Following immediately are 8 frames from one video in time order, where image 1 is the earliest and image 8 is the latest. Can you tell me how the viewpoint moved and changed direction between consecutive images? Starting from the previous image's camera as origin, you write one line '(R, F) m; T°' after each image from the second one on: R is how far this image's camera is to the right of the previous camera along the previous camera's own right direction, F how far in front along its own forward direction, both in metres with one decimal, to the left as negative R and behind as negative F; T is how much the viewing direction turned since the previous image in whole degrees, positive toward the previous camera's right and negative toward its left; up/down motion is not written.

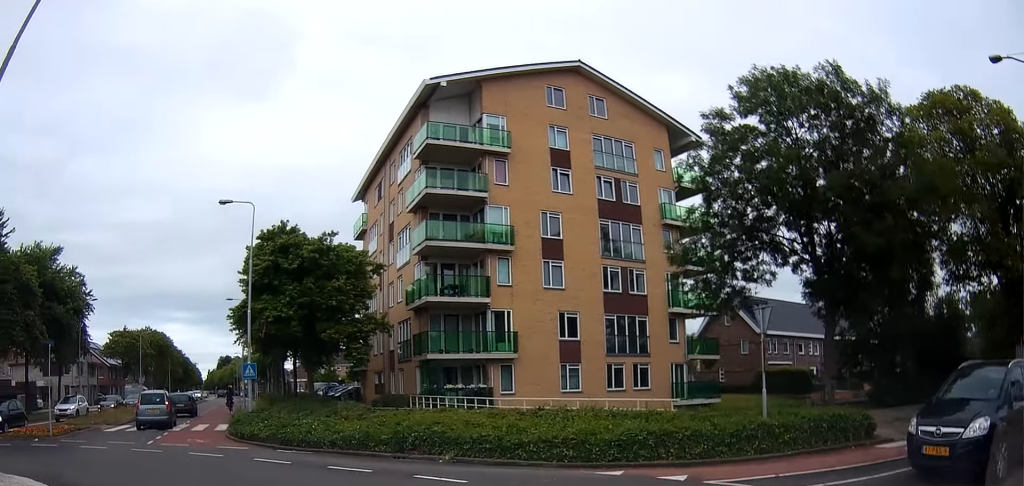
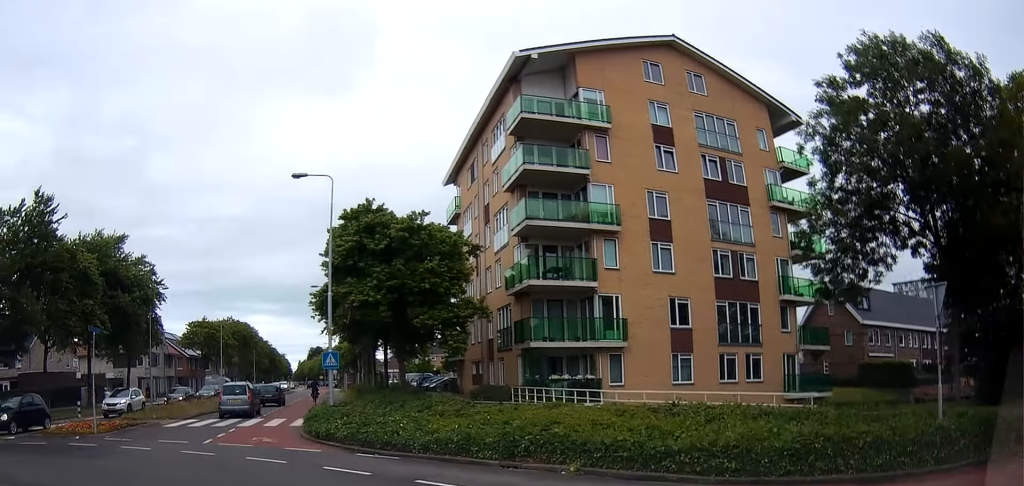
(0.0, +2.1) m; -10°
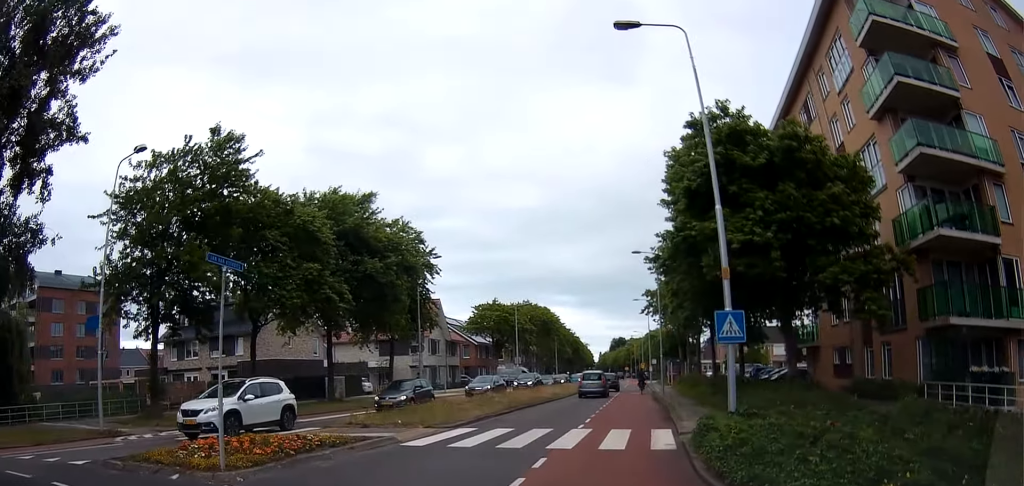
(-2.4, +9.0) m; -18°
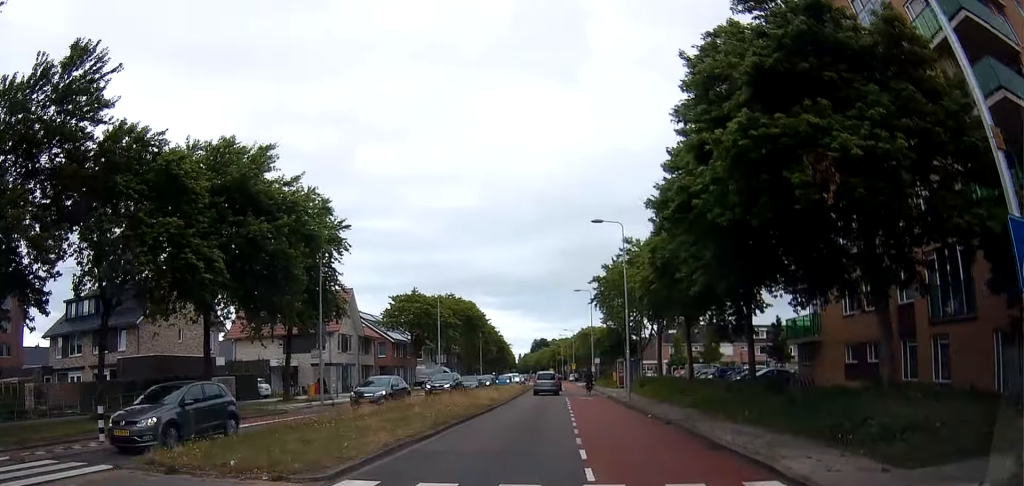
(0.0, +7.5) m; +1°
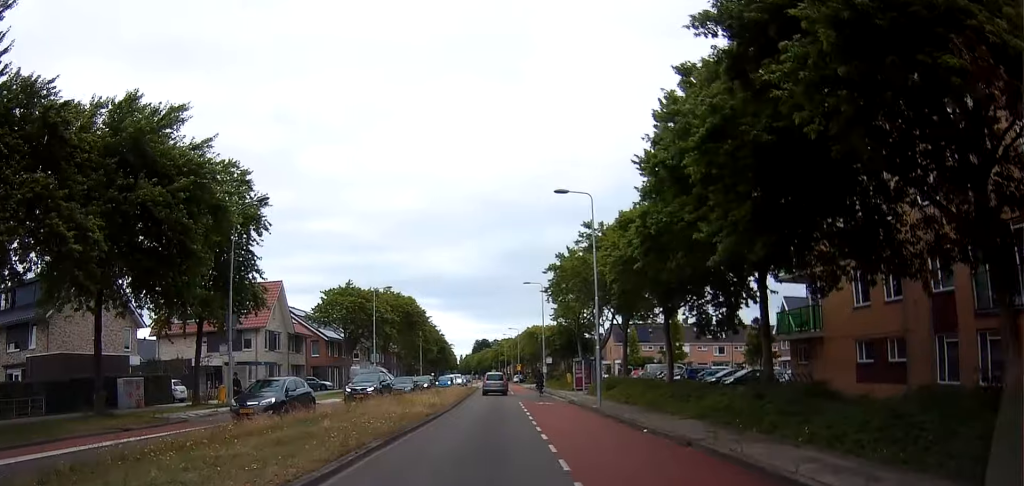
(+0.1, +4.9) m; +3°
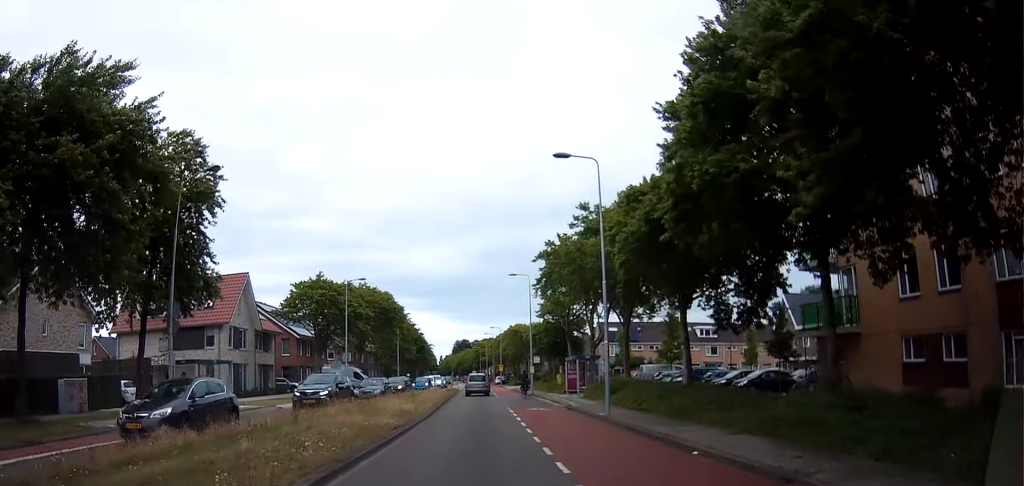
(-0.2, +3.8) m; +3°
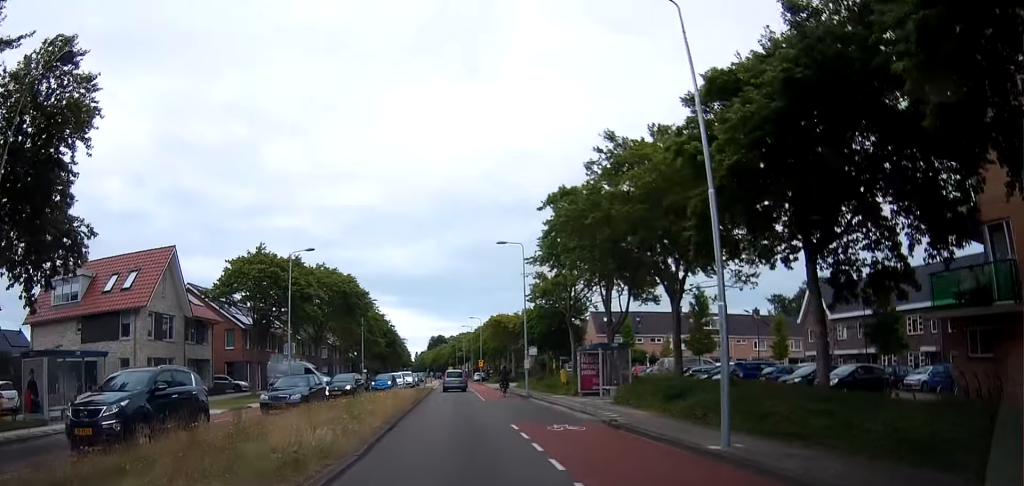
(+0.8, +9.7) m; +3°
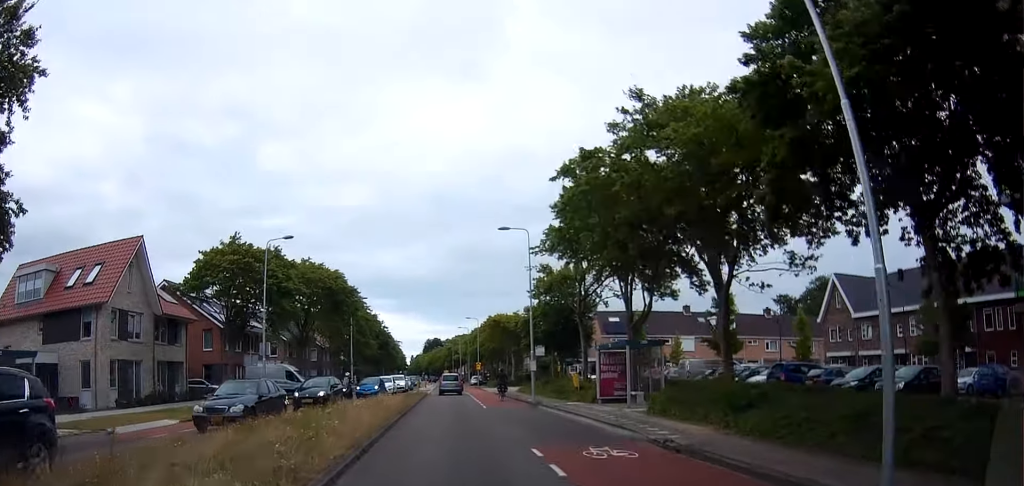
(-0.2, +4.3) m; 0°
